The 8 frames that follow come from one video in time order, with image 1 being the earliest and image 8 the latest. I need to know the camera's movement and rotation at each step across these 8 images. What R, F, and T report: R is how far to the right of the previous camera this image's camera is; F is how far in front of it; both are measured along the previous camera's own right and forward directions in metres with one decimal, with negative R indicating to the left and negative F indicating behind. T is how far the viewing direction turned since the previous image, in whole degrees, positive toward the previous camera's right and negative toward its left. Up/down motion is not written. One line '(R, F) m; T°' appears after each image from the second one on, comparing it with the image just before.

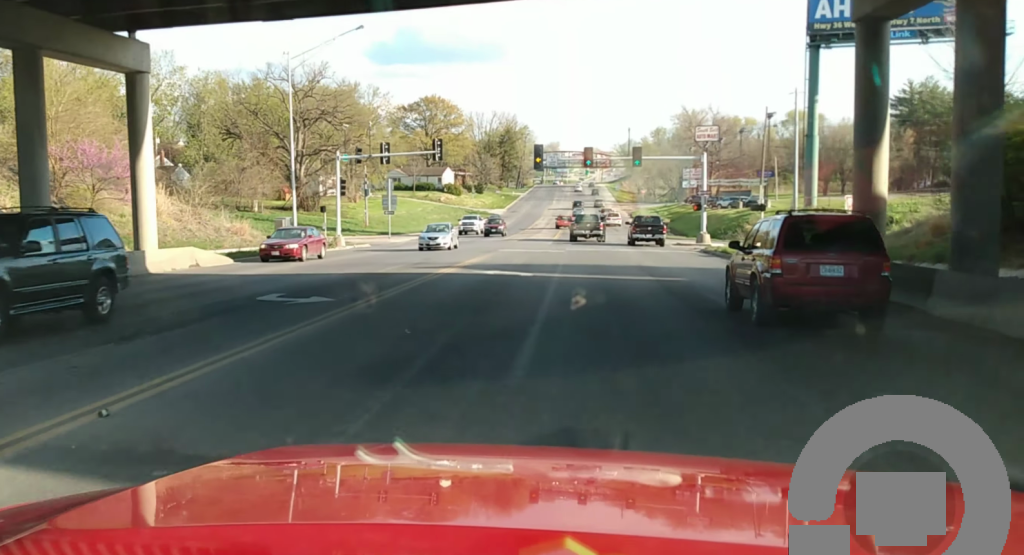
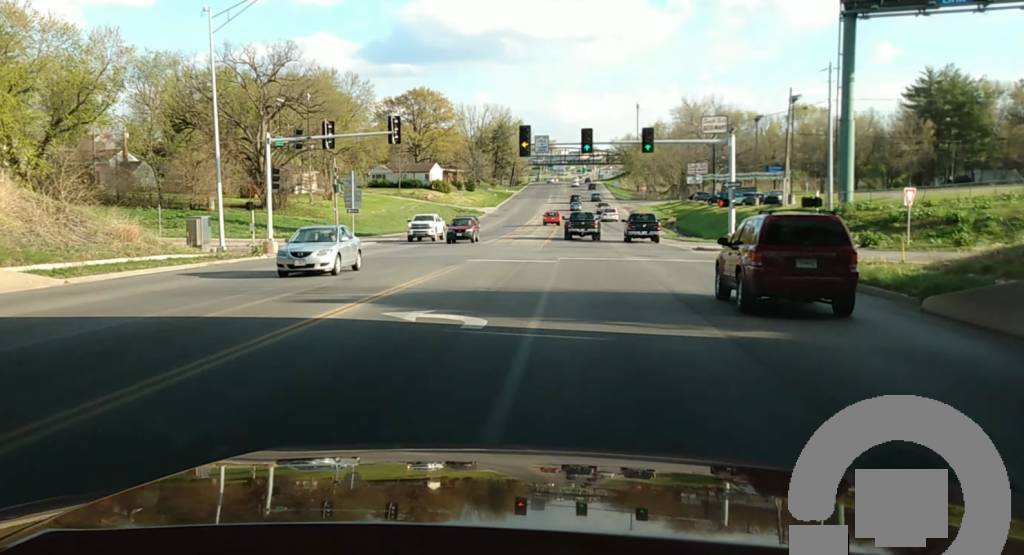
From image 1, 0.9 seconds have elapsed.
(0.0, +13.3) m; 0°
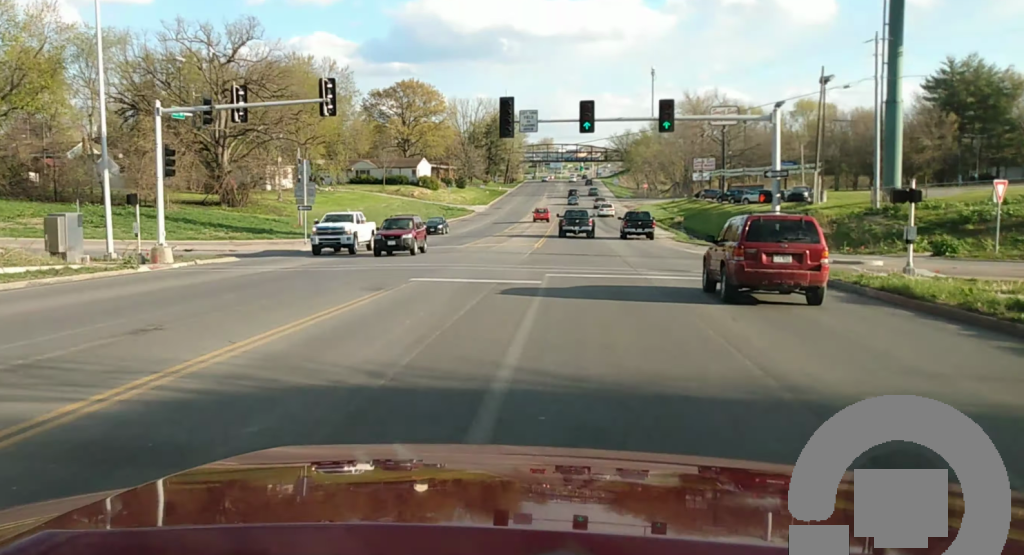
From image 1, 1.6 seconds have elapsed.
(0.0, +11.3) m; 0°
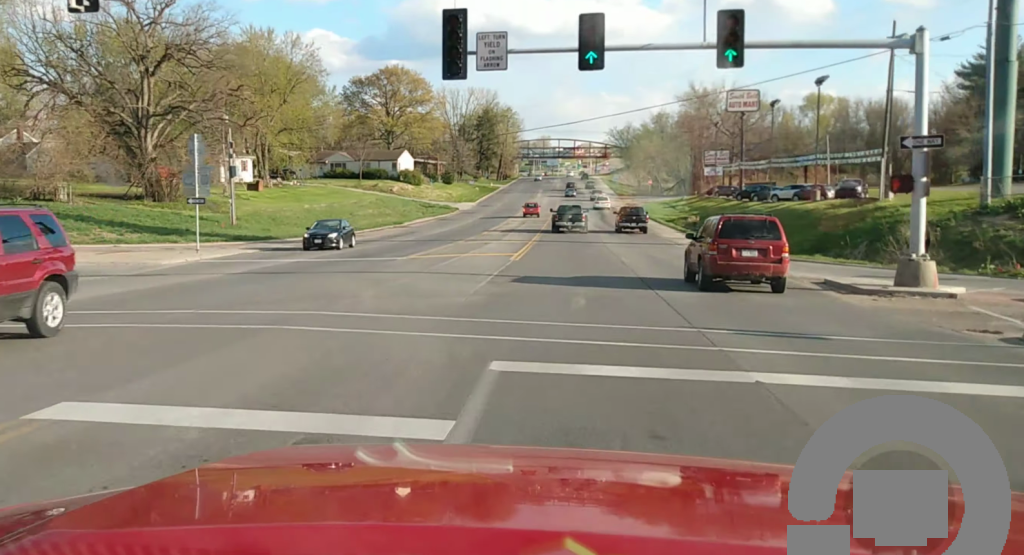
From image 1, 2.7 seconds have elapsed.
(0.0, +16.4) m; 0°
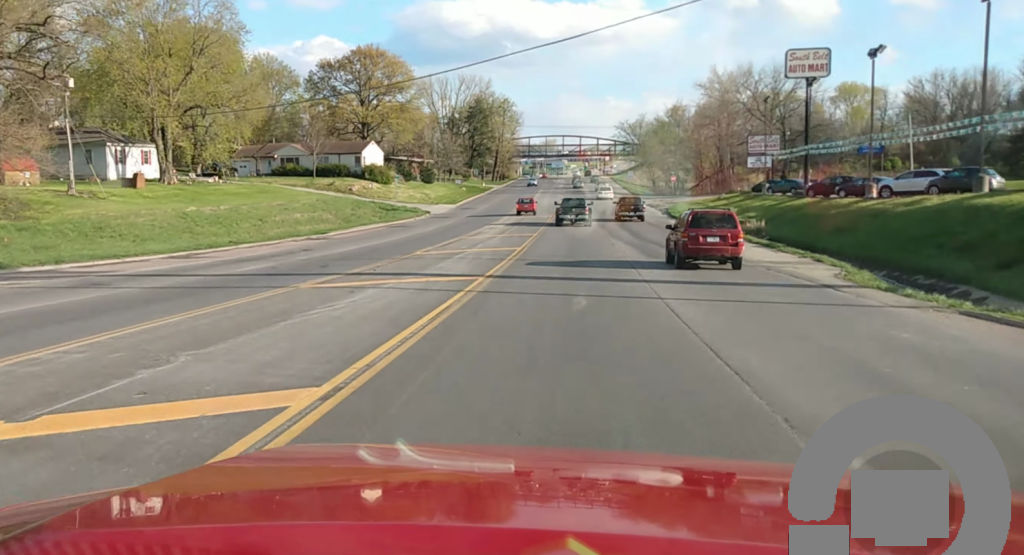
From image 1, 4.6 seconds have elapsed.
(+0.6, +30.0) m; +1°
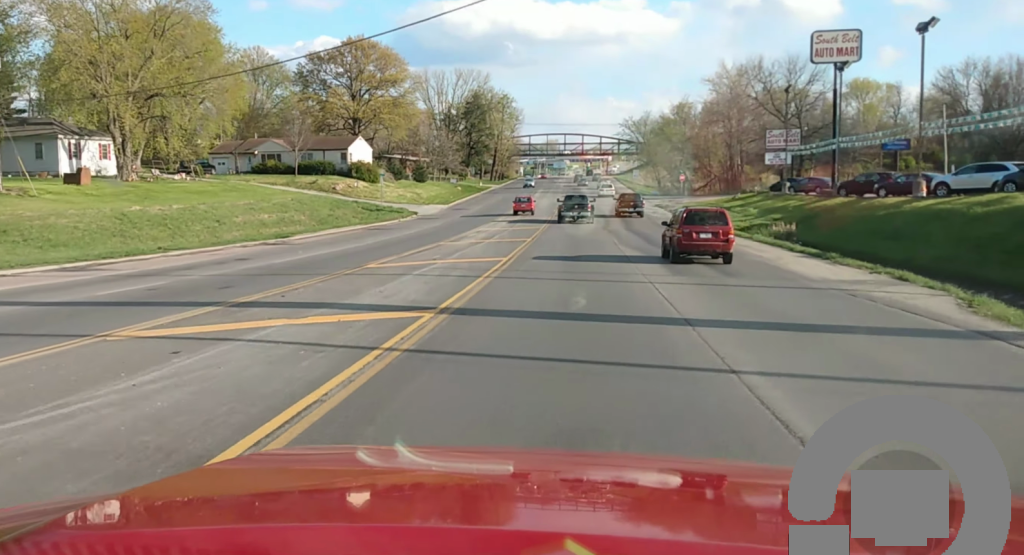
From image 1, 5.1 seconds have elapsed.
(-0.2, +8.6) m; -1°
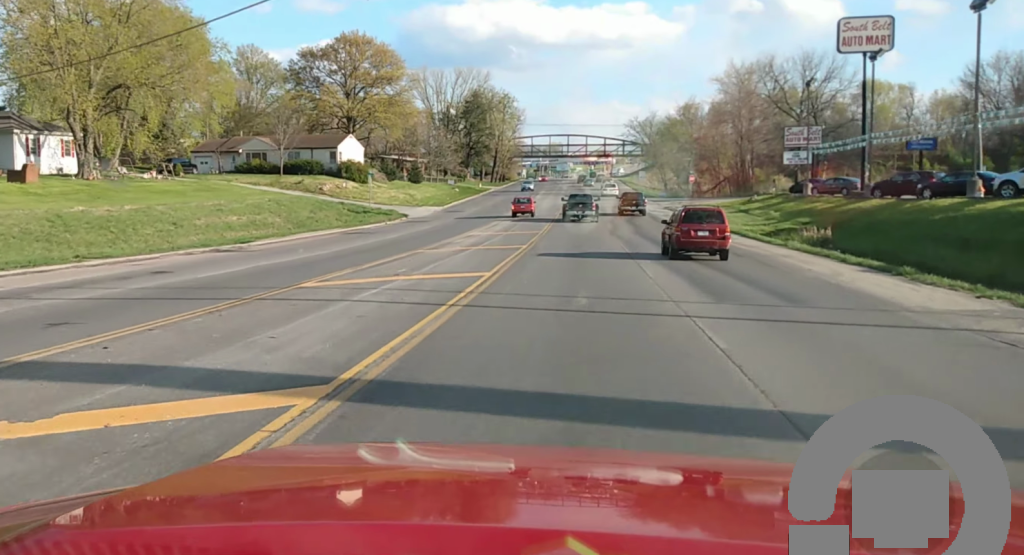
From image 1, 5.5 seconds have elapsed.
(-0.1, +7.5) m; -1°
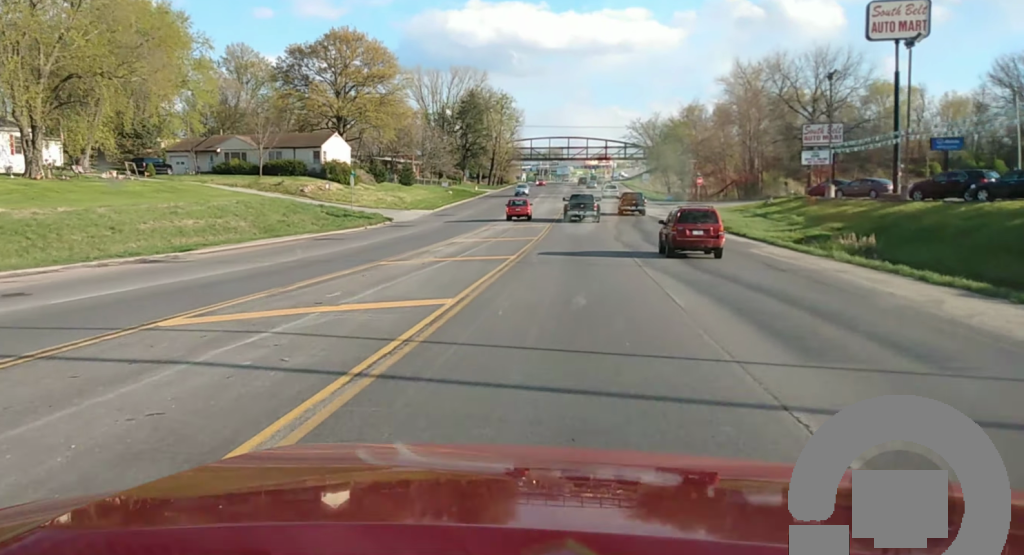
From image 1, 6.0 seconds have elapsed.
(0.0, +7.1) m; 0°
